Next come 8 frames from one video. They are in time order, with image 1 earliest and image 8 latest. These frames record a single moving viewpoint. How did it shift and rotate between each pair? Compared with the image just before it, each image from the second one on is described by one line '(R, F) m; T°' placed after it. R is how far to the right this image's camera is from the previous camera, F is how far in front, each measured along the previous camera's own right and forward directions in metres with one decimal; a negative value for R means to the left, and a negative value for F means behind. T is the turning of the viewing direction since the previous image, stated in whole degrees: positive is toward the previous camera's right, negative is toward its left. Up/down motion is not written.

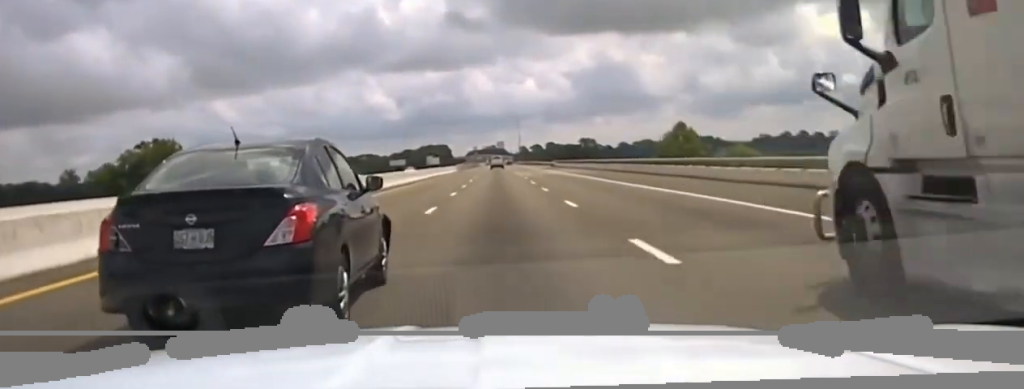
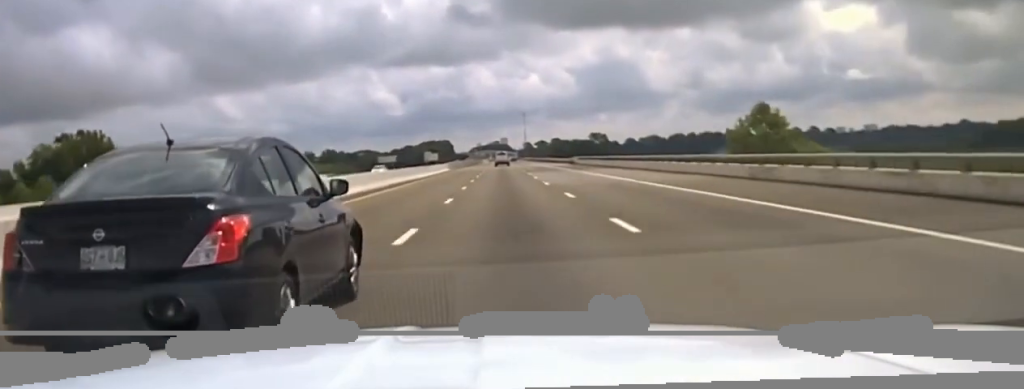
(0.0, +23.3) m; 0°
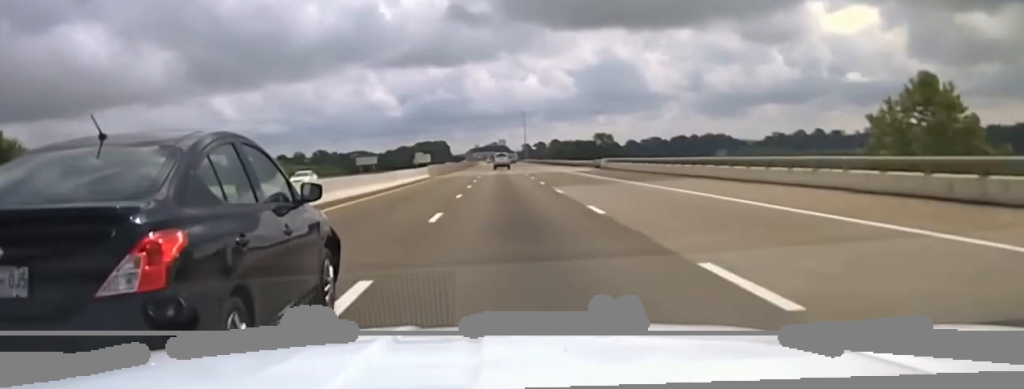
(-0.1, +29.7) m; 0°
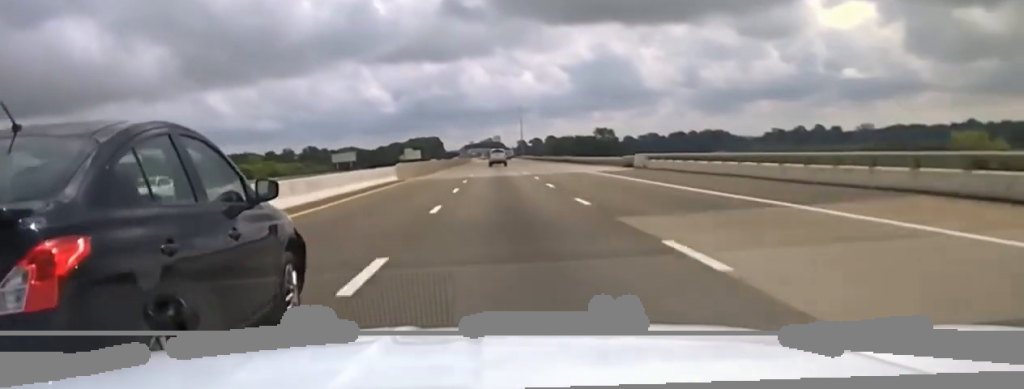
(0.0, +25.2) m; 0°
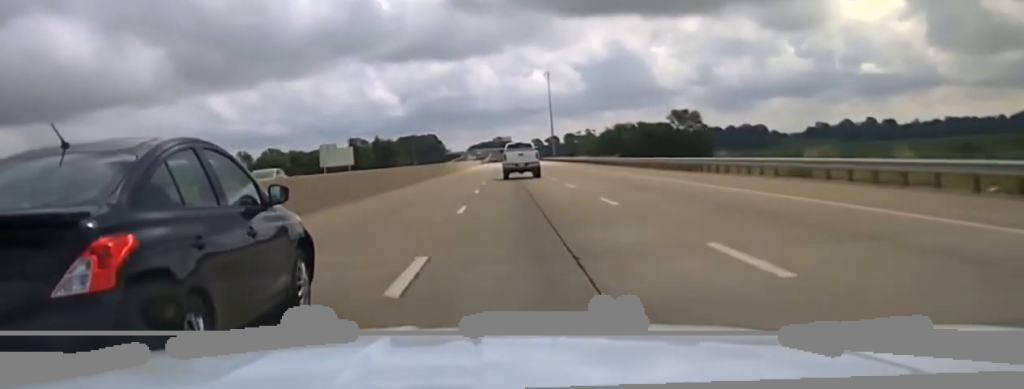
(+0.2, +182.0) m; 0°
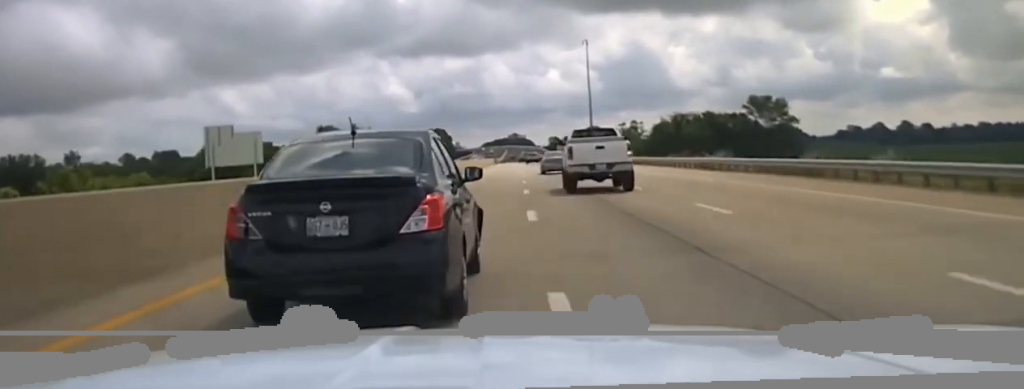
(-0.1, +68.7) m; 0°
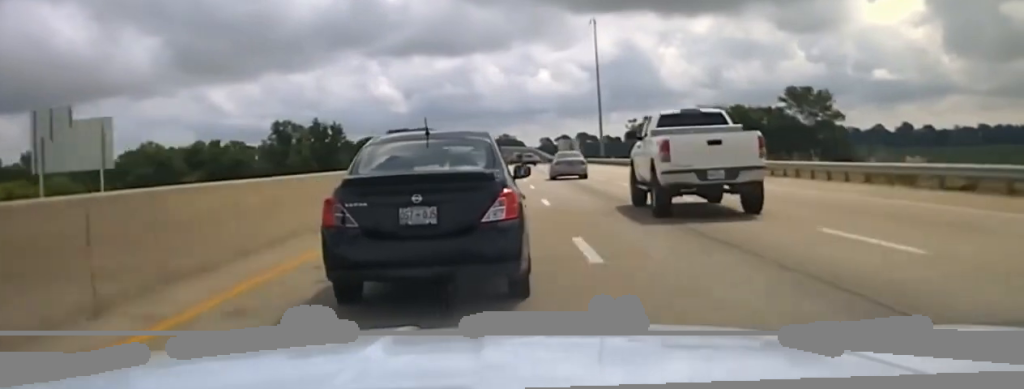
(0.0, +31.6) m; 0°
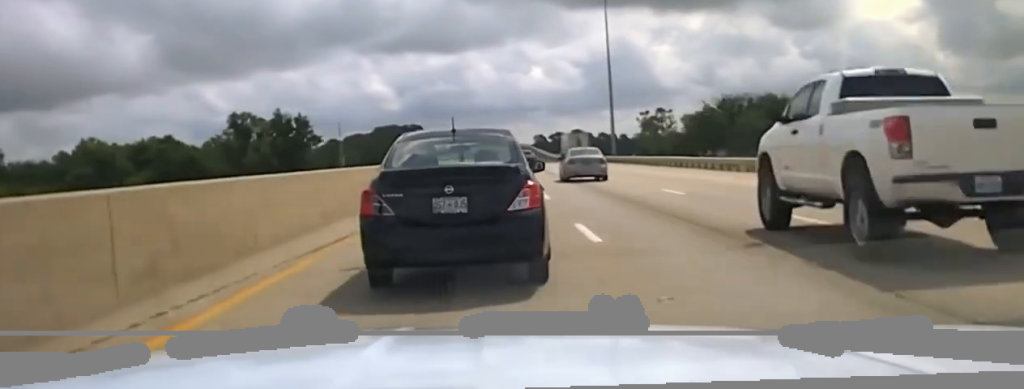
(0.0, +24.8) m; 0°
